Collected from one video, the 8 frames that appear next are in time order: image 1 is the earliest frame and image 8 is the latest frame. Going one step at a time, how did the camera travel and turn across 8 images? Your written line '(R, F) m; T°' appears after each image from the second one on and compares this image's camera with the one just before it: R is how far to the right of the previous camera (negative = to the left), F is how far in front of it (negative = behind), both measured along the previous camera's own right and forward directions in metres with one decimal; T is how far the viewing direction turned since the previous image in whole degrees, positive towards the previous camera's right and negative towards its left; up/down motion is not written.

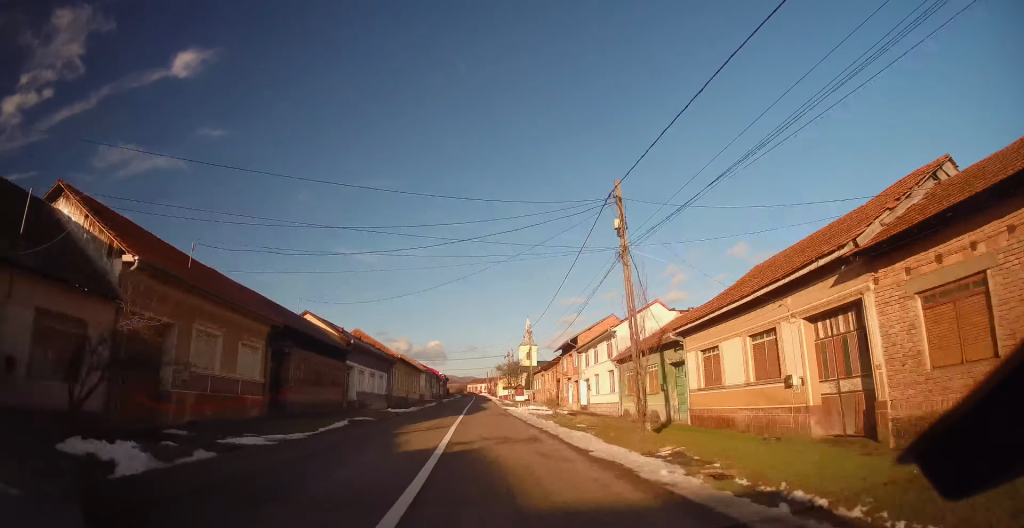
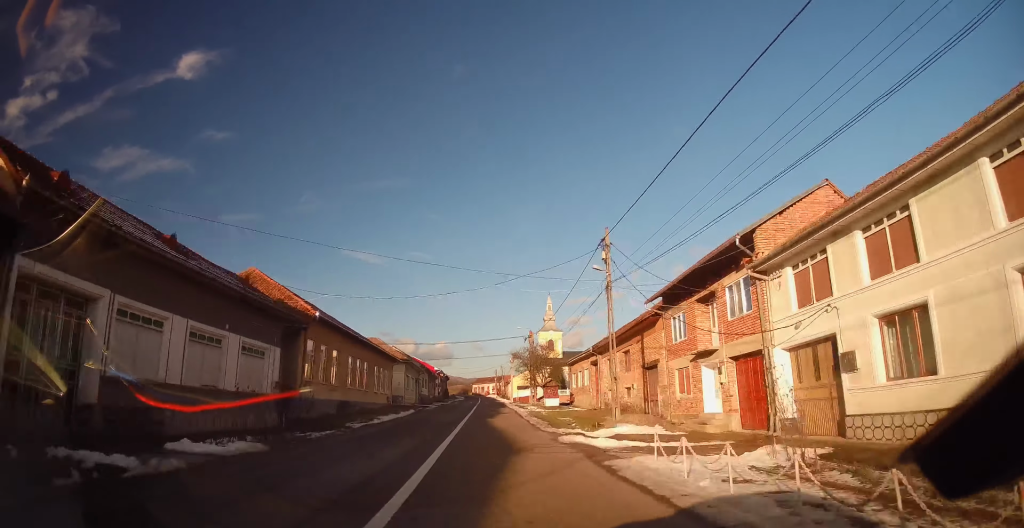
(+0.3, +31.5) m; 0°
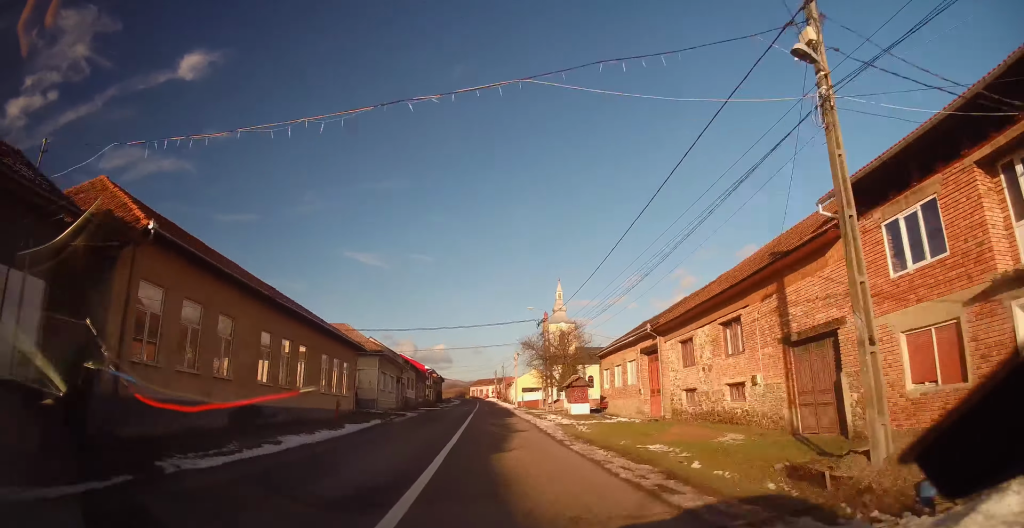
(-0.1, +15.1) m; 0°
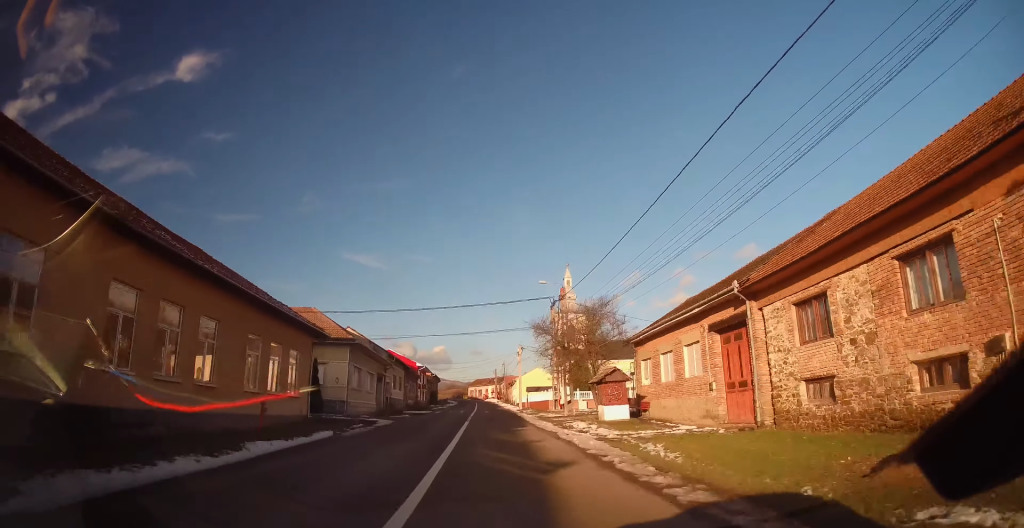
(-0.1, +10.2) m; 0°
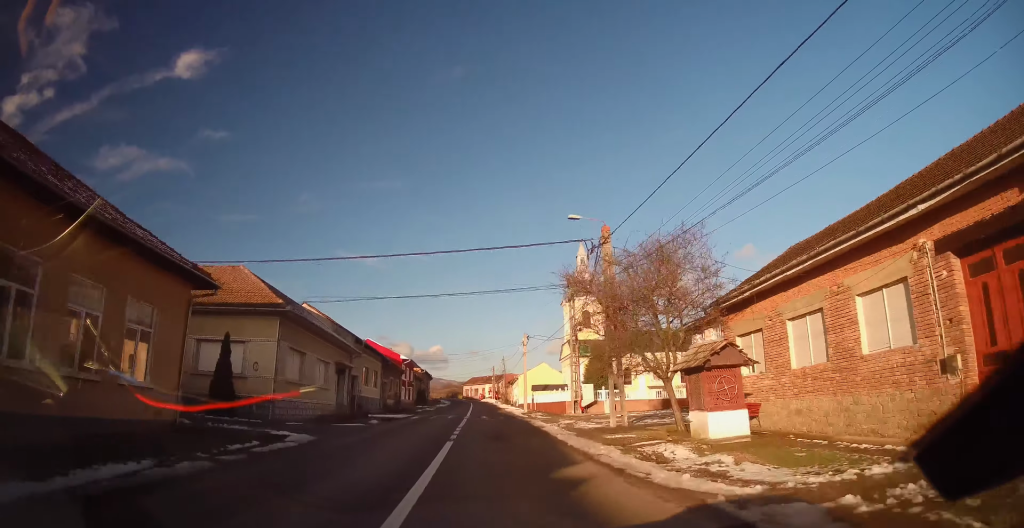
(+0.1, +12.9) m; 0°
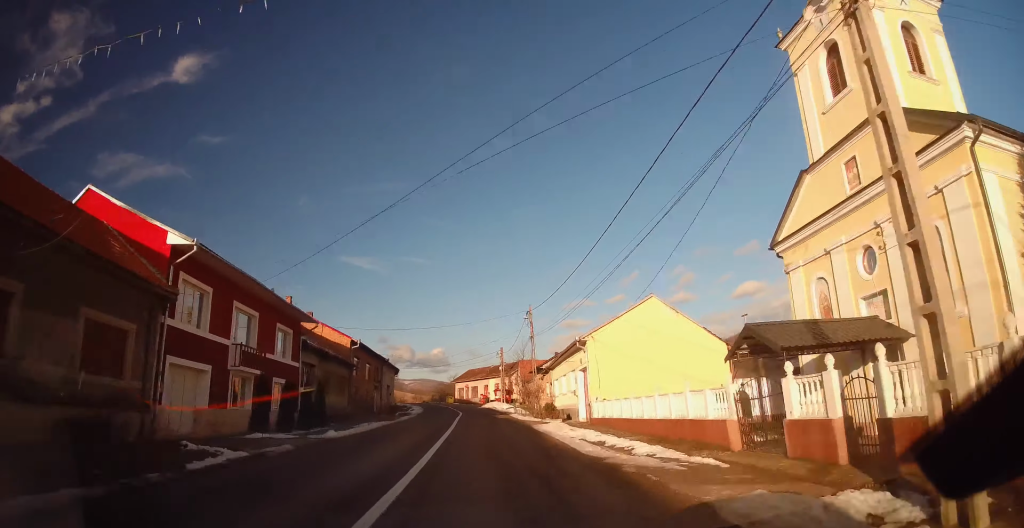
(+0.4, +51.5) m; 0°
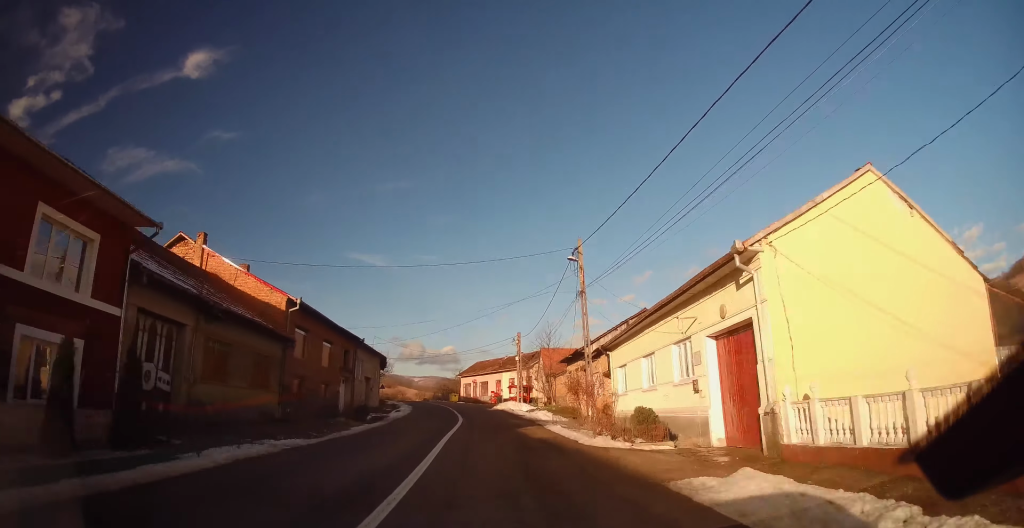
(-0.2, +16.6) m; -1°
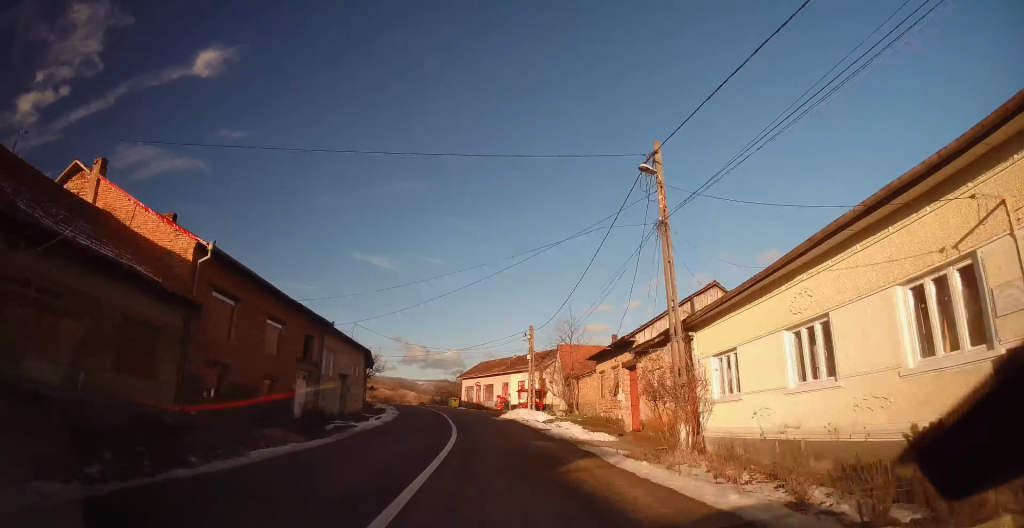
(+0.1, +9.9) m; -2°
